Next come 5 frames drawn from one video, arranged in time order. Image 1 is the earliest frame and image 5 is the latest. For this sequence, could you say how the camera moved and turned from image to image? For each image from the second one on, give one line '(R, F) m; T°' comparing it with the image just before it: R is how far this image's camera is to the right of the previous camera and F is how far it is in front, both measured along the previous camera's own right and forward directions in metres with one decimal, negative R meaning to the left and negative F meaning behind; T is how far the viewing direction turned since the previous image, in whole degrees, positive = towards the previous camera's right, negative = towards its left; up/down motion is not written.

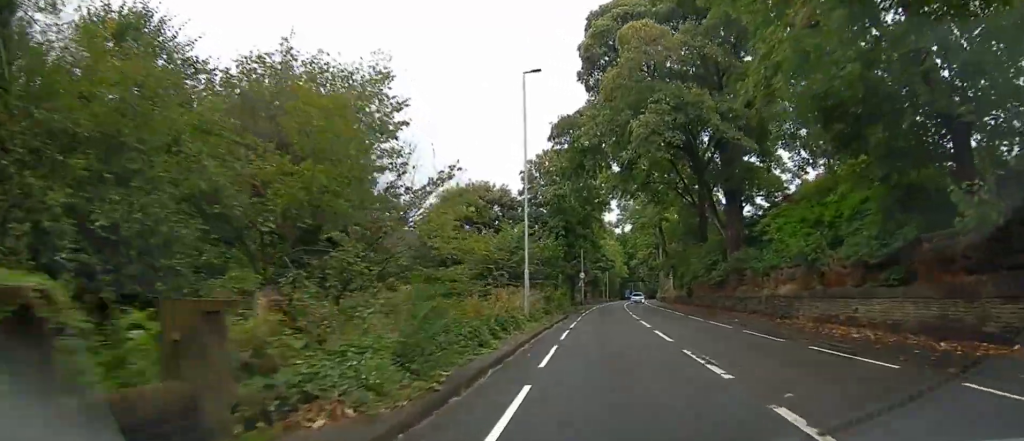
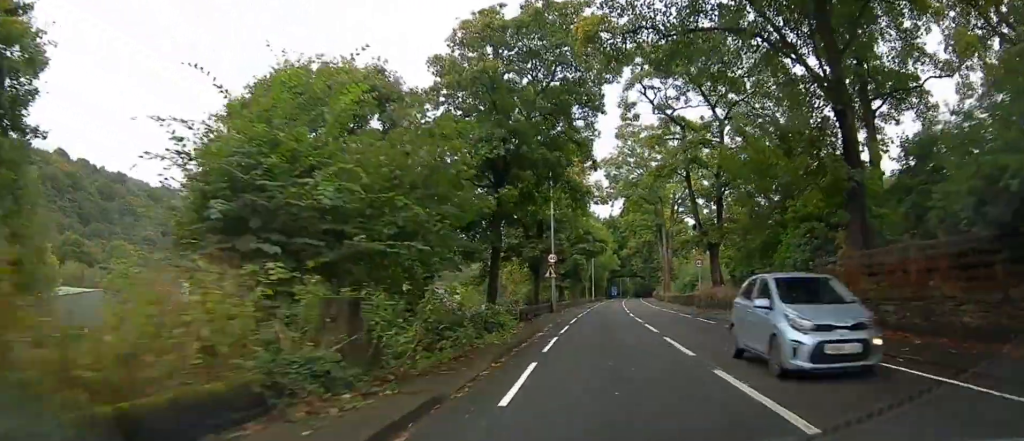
(-4.4, +25.5) m; -19°
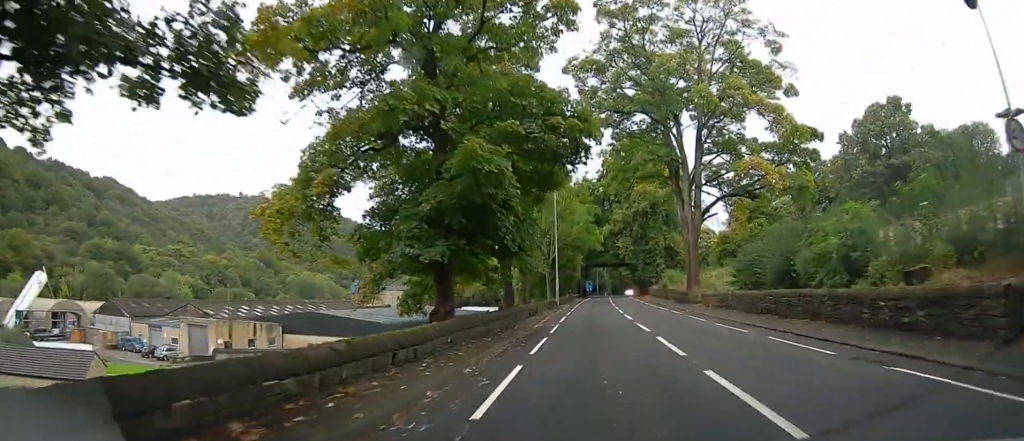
(+6.4, +36.6) m; +12°
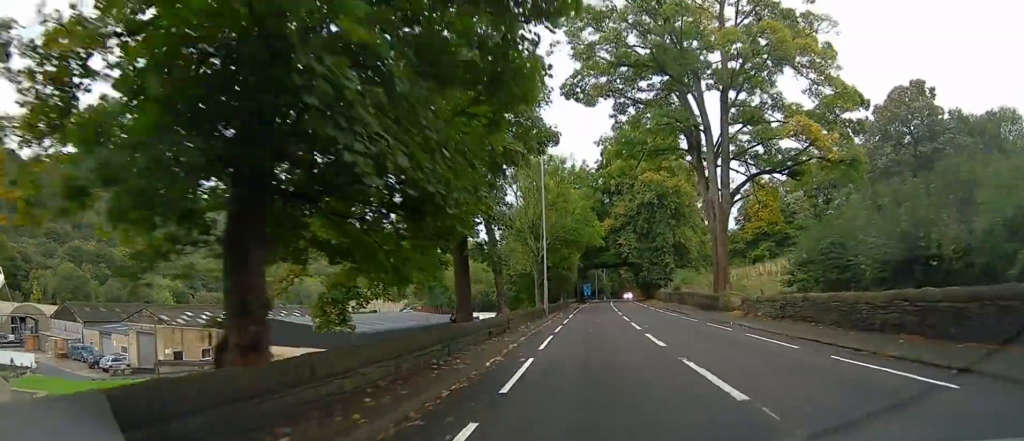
(+0.1, +9.9) m; 0°
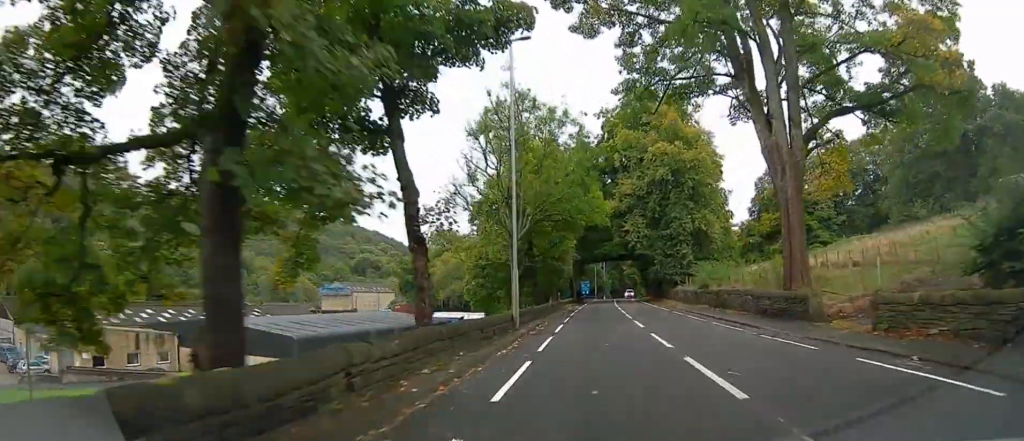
(-0.1, +12.1) m; 0°
